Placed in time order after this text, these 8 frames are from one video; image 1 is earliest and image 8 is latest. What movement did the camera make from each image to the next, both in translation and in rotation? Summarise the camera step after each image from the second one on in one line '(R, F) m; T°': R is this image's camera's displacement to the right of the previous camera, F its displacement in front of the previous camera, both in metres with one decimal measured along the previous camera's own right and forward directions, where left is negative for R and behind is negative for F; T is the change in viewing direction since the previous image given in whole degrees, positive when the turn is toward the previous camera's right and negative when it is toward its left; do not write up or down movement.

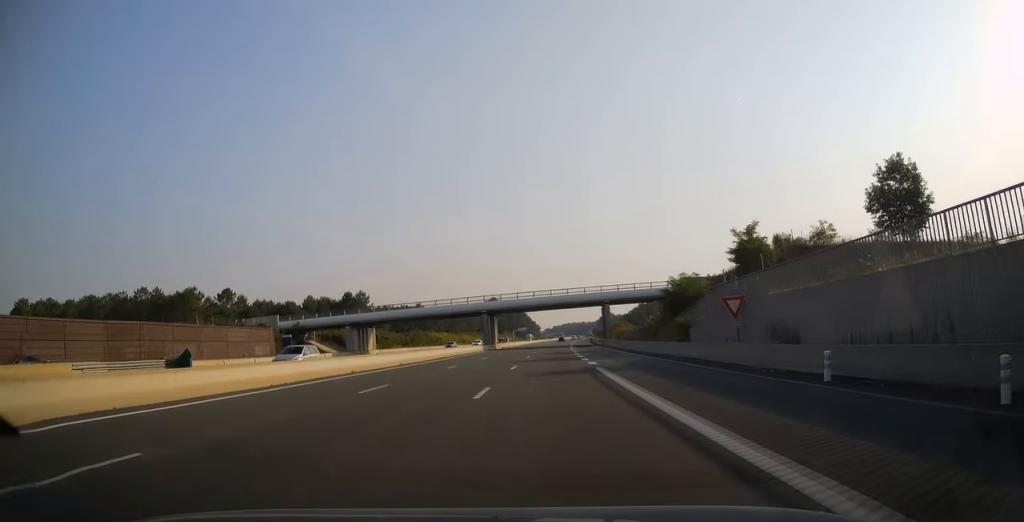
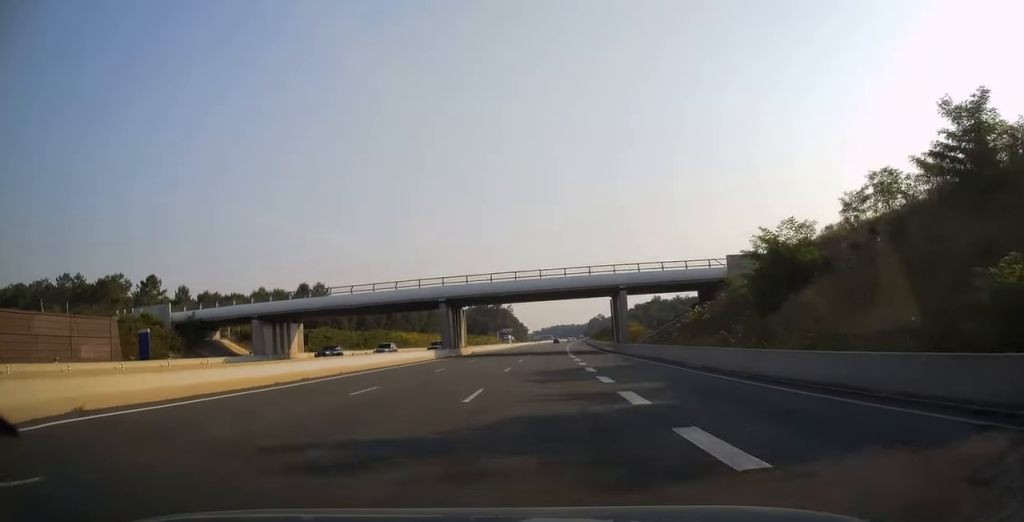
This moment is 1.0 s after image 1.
(+0.2, +29.2) m; +1°
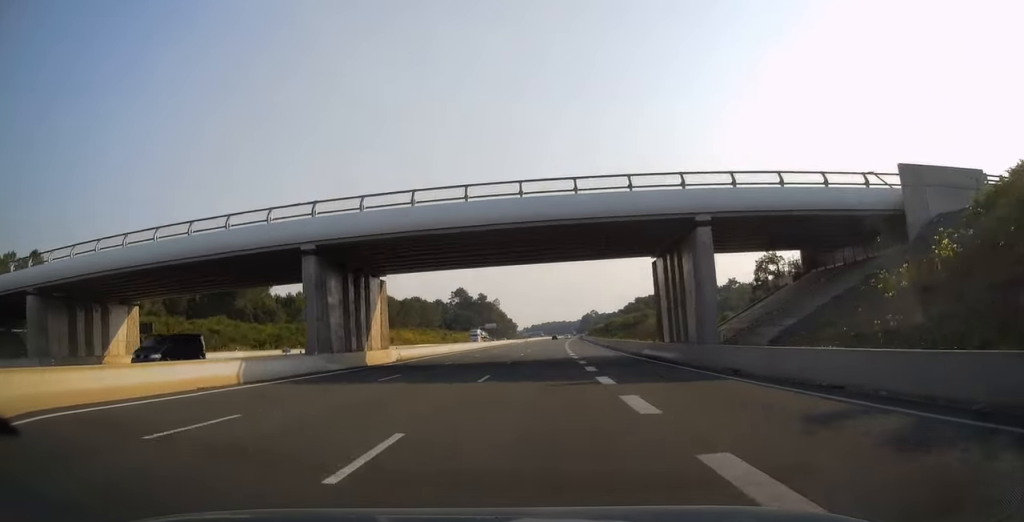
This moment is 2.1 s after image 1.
(+0.5, +34.6) m; +1°
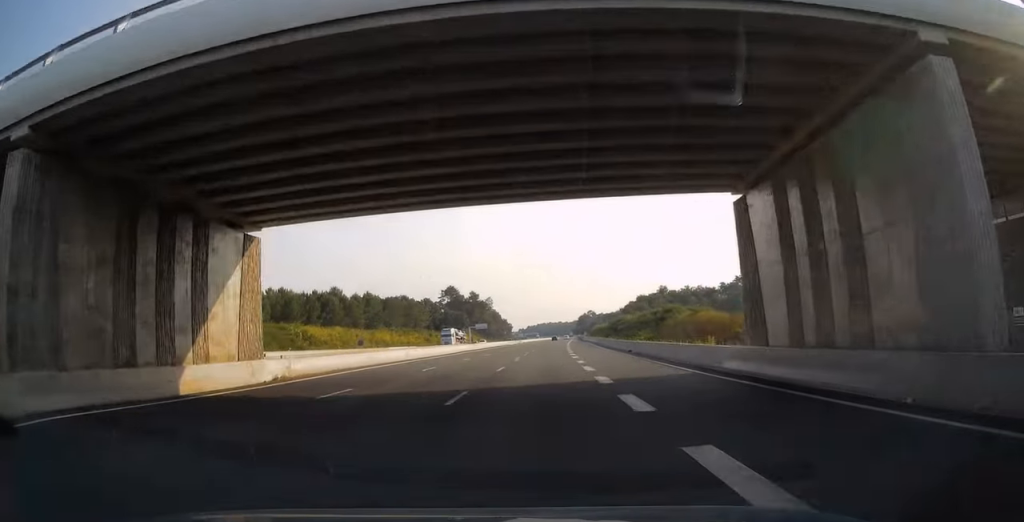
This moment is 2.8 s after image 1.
(0.0, +18.8) m; +1°
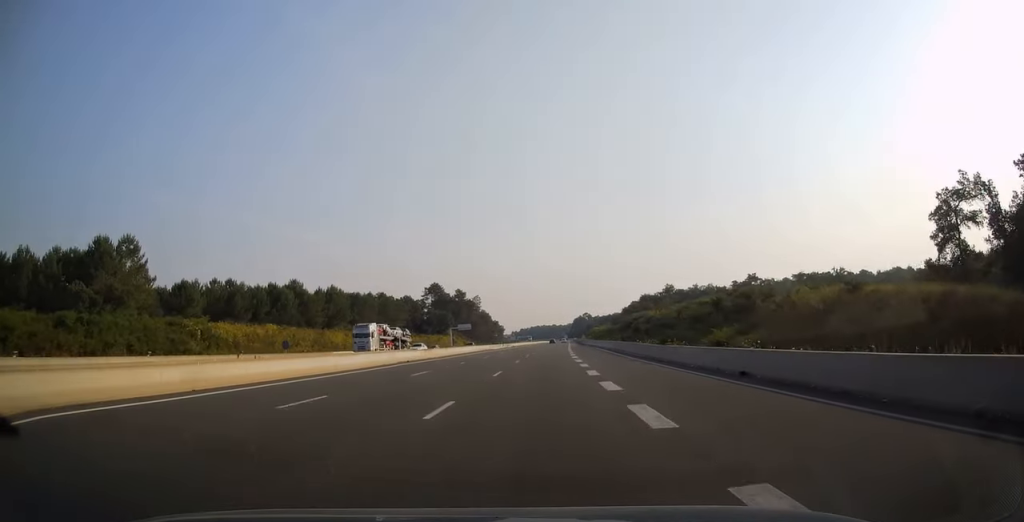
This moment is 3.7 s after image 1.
(+0.3, +27.5) m; +1°
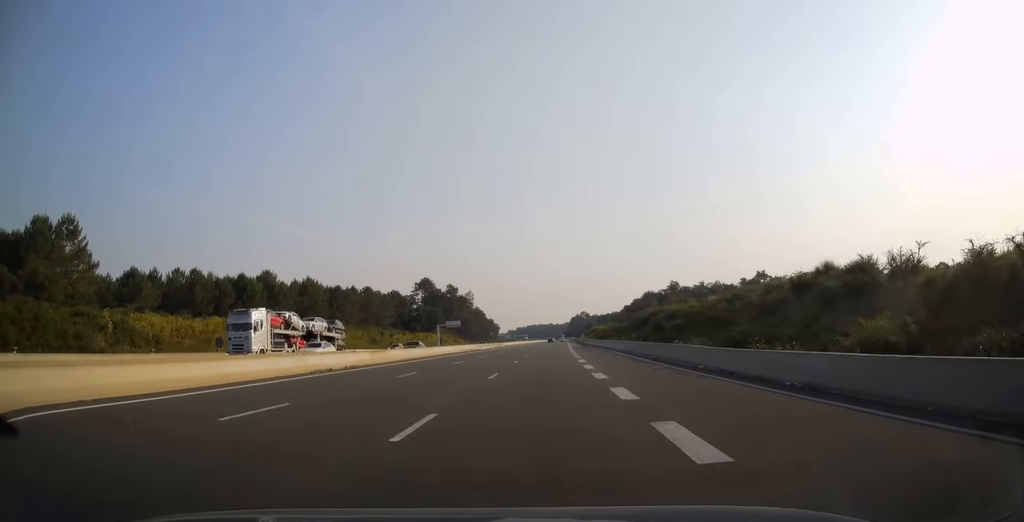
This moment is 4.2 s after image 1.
(0.0, +15.2) m; 0°
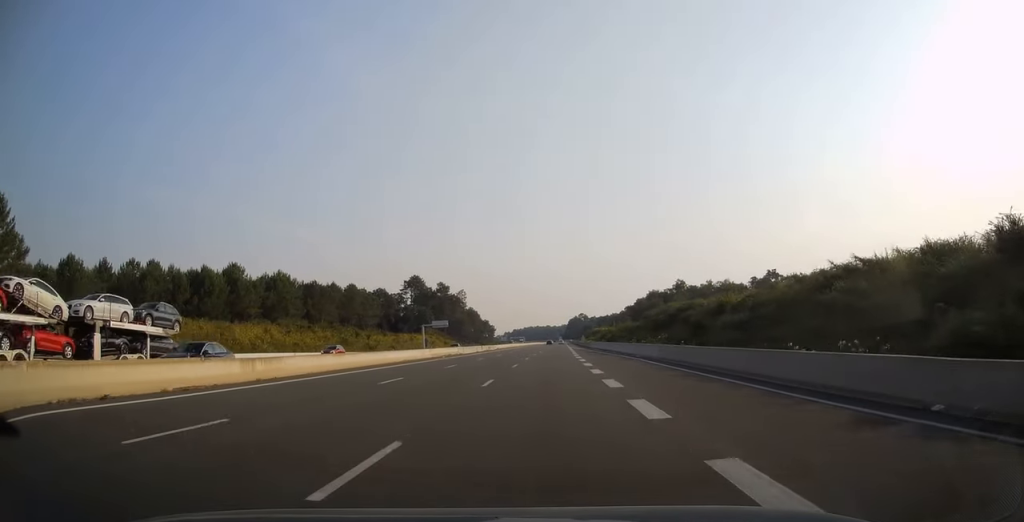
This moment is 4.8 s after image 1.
(0.0, +15.7) m; 0°
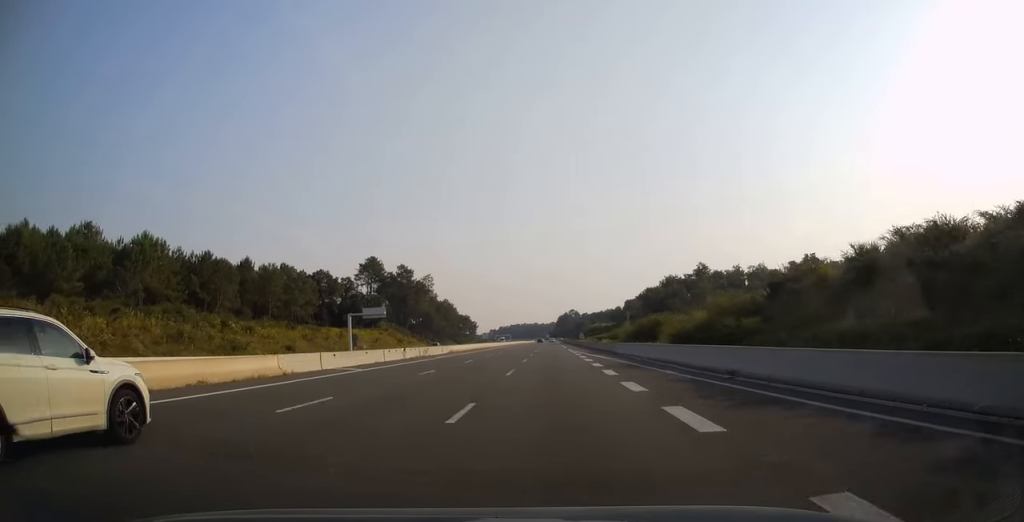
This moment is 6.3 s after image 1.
(+0.6, +47.0) m; +1°
